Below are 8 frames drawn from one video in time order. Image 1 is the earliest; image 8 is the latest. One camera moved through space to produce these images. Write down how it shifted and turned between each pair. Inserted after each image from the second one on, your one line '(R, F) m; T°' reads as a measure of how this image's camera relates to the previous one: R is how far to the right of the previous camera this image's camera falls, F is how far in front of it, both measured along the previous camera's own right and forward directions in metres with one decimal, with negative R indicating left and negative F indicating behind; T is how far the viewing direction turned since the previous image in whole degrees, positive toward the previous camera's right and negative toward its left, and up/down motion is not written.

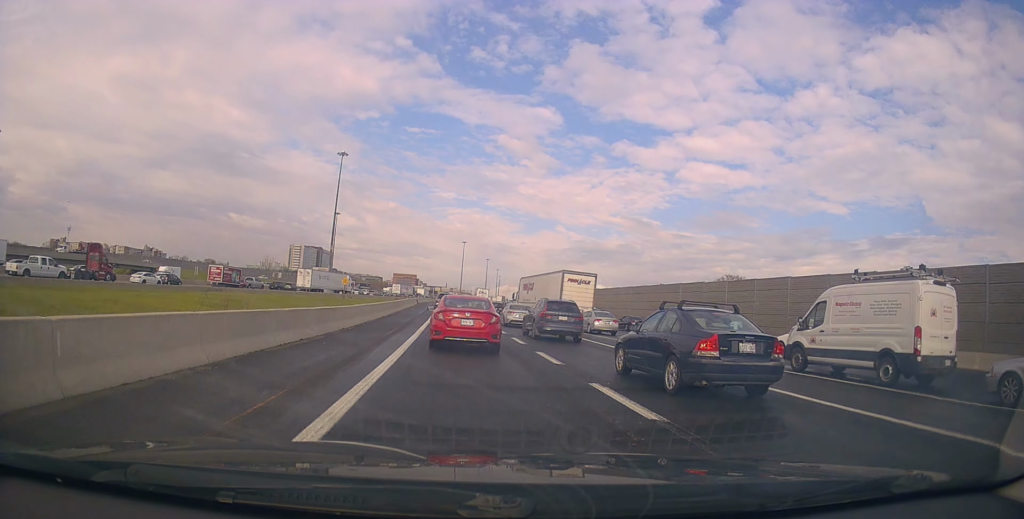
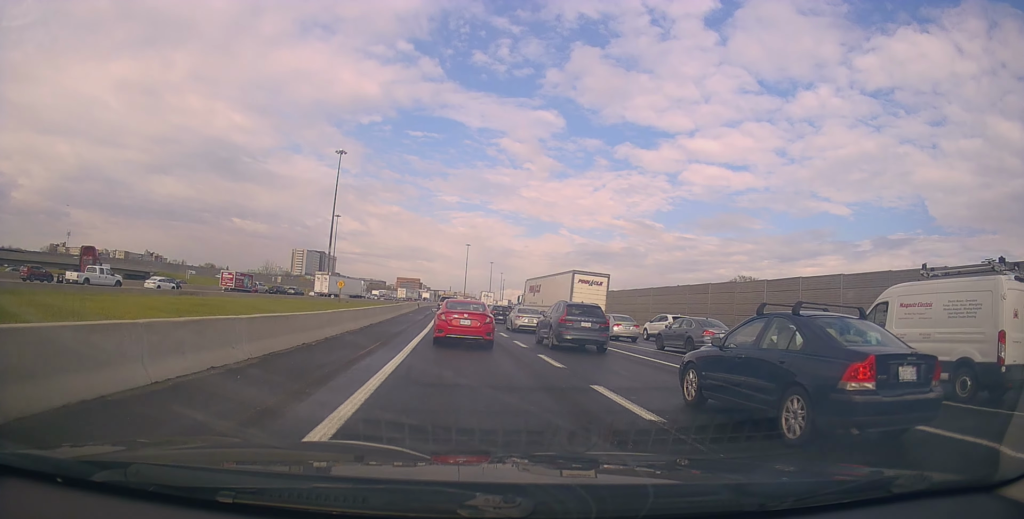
(-0.4, +6.4) m; +3°
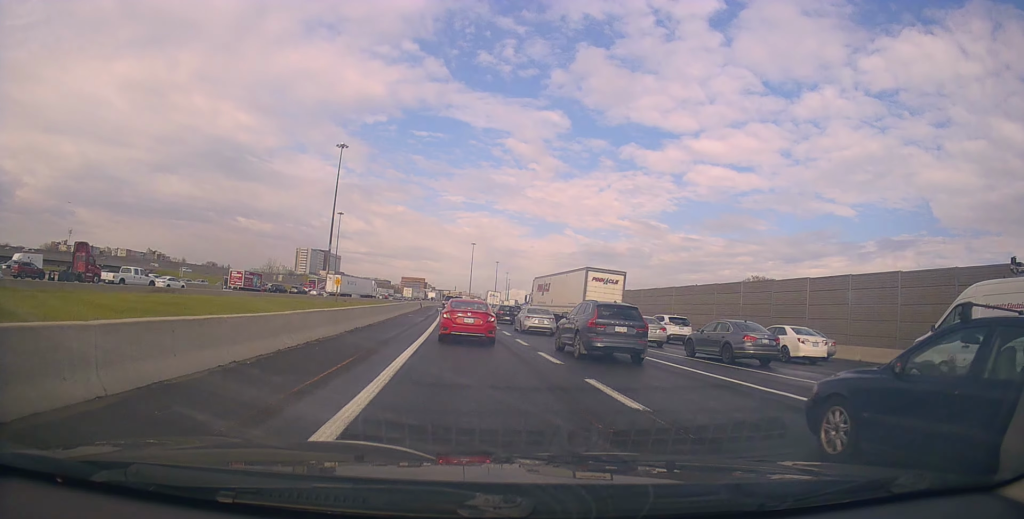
(+0.6, +5.2) m; +3°
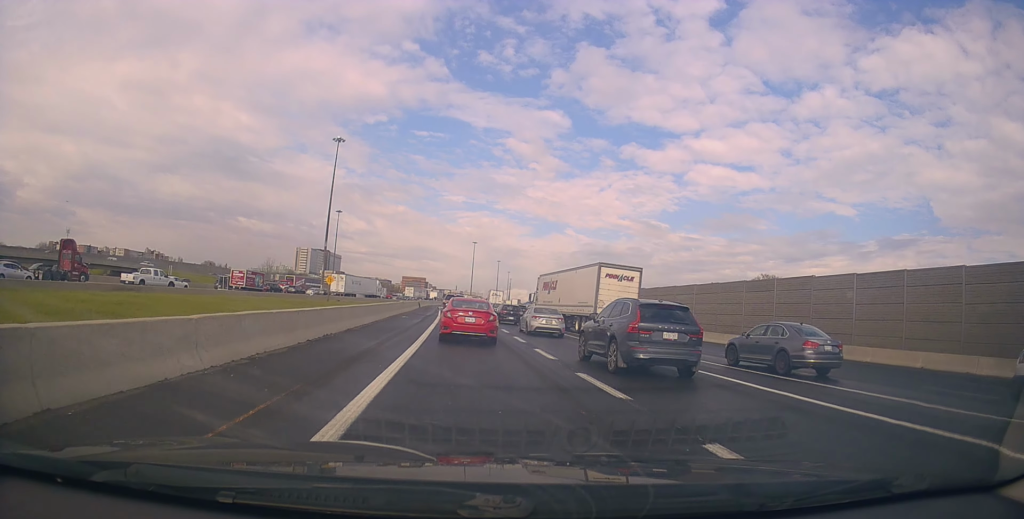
(-0.4, +5.1) m; -3°
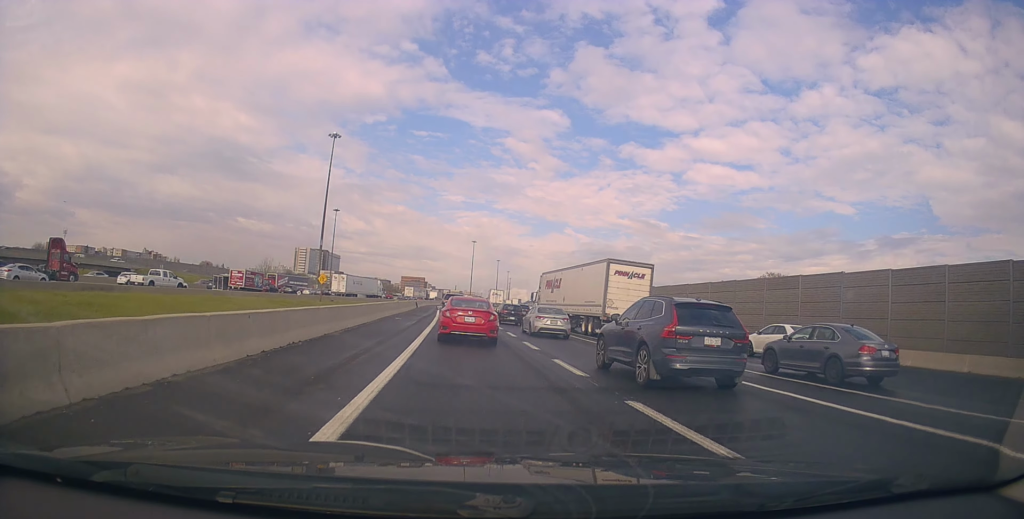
(0.0, +3.5) m; -2°
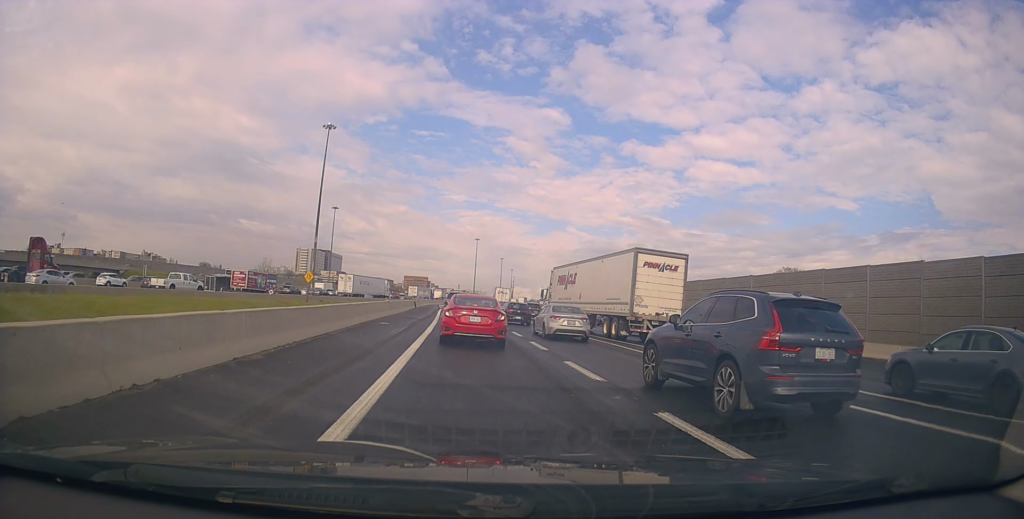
(-0.3, +7.1) m; -2°
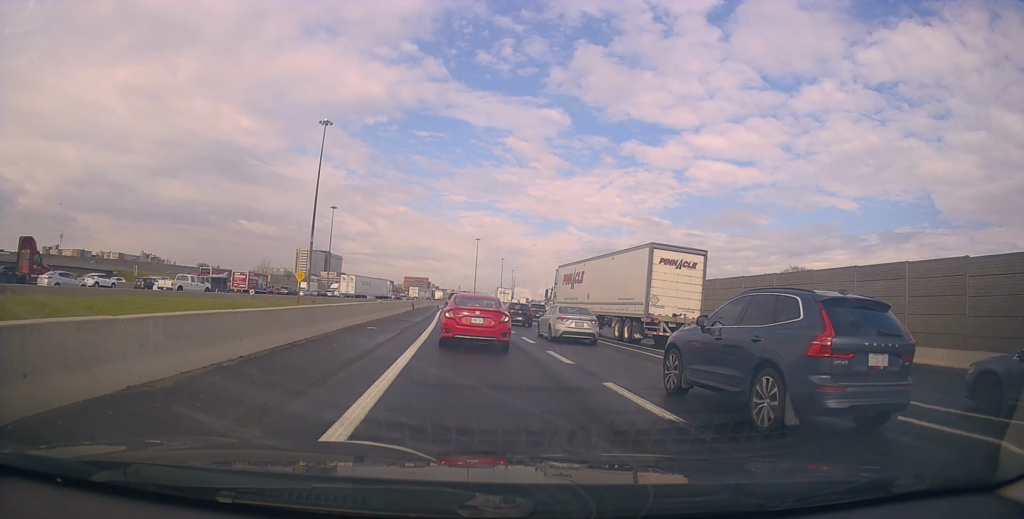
(-0.1, +3.3) m; +1°
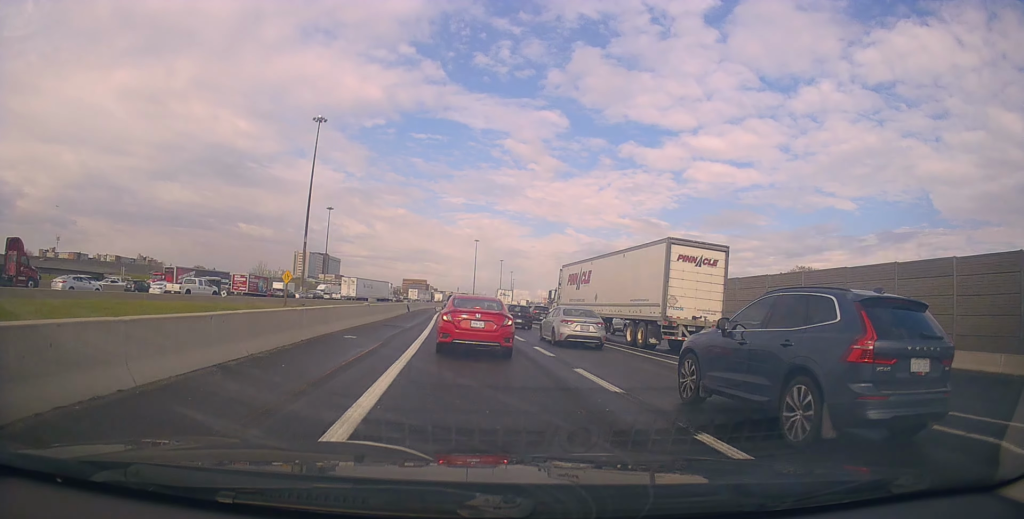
(+0.3, +4.2) m; +4°
